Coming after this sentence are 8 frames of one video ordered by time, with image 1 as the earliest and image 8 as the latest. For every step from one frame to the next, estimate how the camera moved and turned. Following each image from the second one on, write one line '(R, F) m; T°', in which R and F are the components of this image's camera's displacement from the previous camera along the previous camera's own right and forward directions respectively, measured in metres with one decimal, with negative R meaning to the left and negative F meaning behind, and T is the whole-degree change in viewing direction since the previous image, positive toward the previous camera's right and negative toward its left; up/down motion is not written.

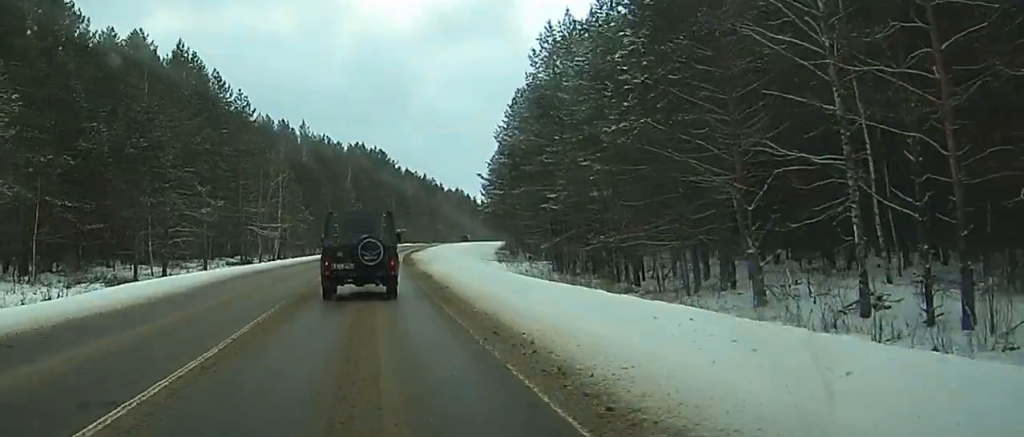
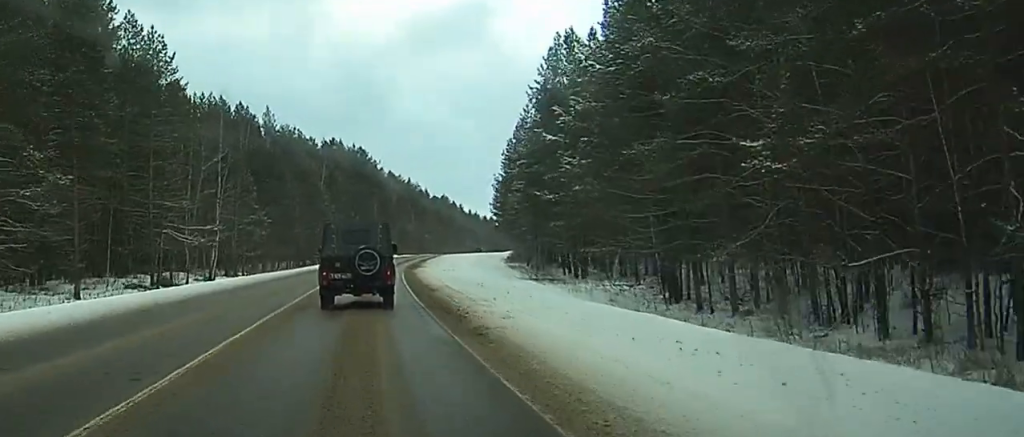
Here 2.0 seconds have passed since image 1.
(-0.4, +30.1) m; +1°
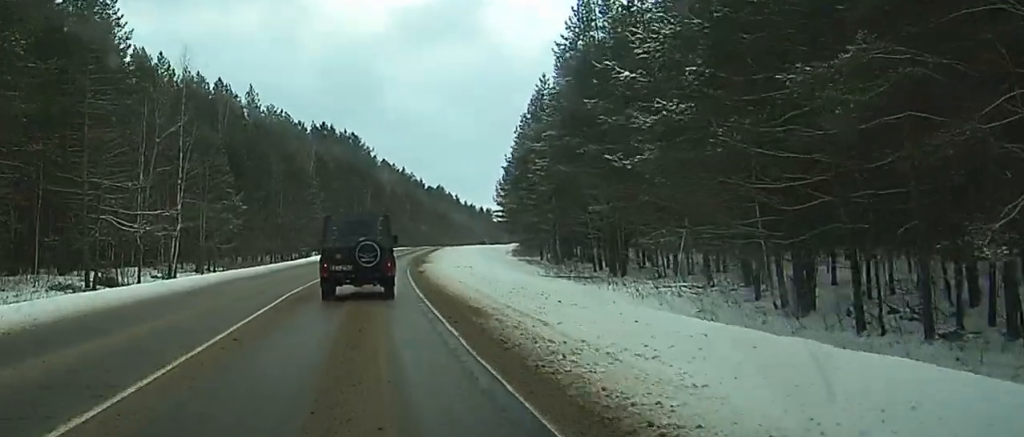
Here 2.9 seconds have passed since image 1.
(+0.2, +12.7) m; +1°
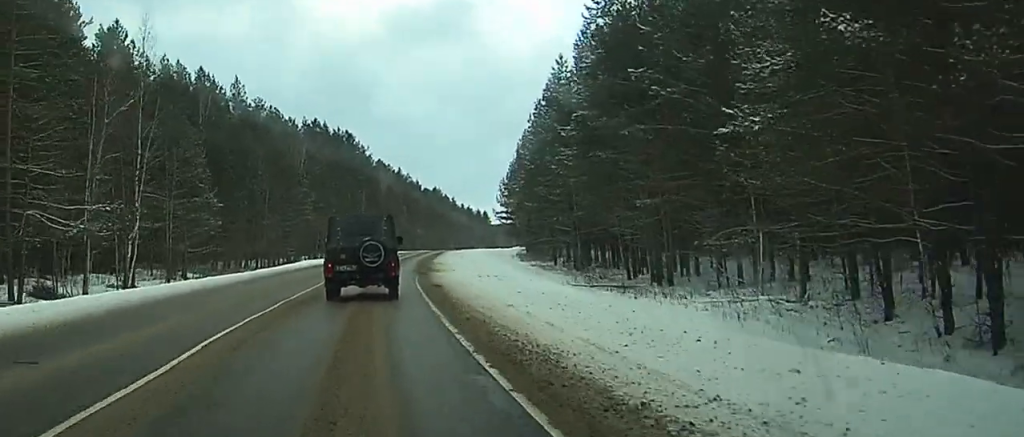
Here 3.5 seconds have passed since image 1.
(+0.1, +9.8) m; 0°
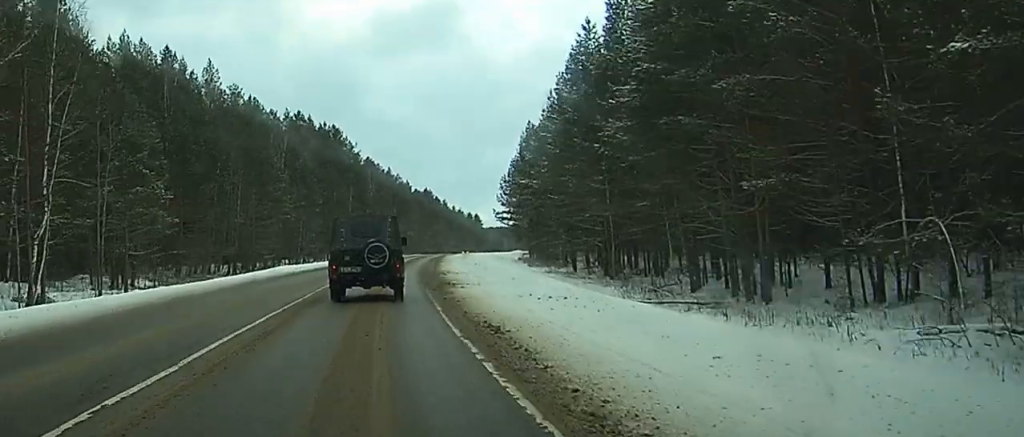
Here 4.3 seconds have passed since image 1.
(0.0, +13.1) m; 0°
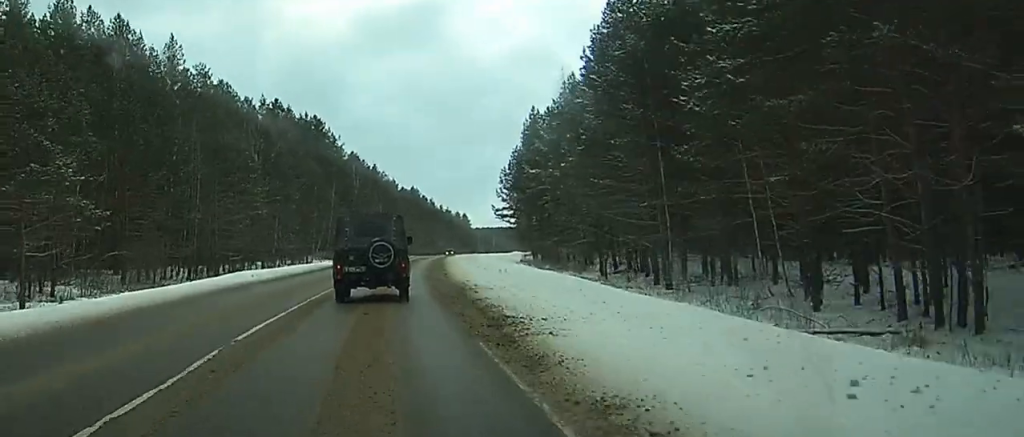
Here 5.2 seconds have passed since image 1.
(0.0, +13.8) m; 0°
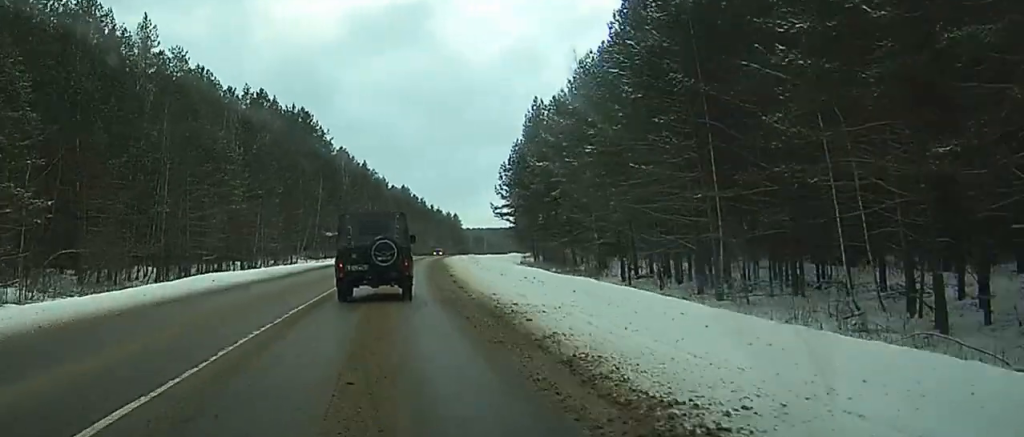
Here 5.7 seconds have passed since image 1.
(0.0, +8.0) m; 0°
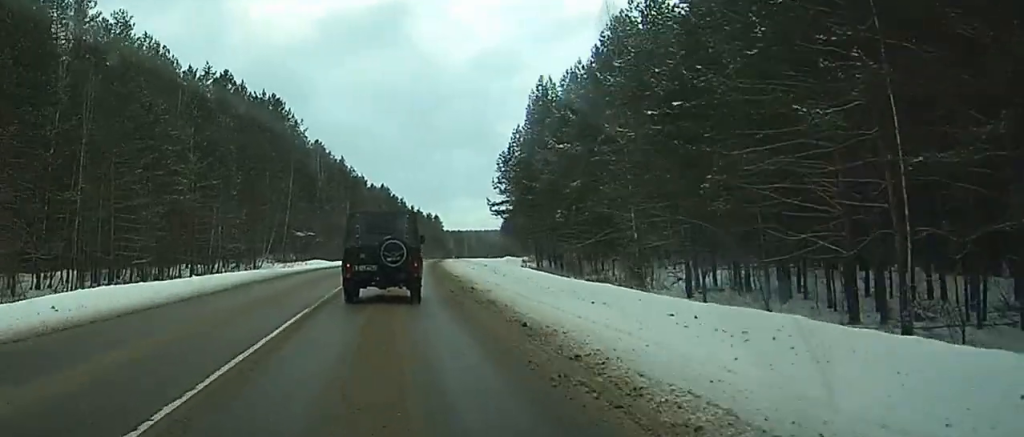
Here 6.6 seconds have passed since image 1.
(+0.2, +14.9) m; +2°
